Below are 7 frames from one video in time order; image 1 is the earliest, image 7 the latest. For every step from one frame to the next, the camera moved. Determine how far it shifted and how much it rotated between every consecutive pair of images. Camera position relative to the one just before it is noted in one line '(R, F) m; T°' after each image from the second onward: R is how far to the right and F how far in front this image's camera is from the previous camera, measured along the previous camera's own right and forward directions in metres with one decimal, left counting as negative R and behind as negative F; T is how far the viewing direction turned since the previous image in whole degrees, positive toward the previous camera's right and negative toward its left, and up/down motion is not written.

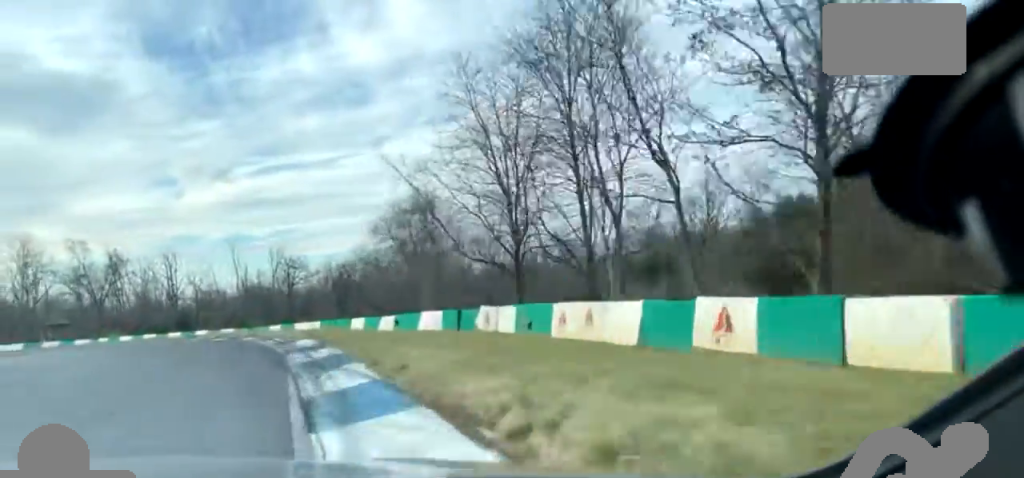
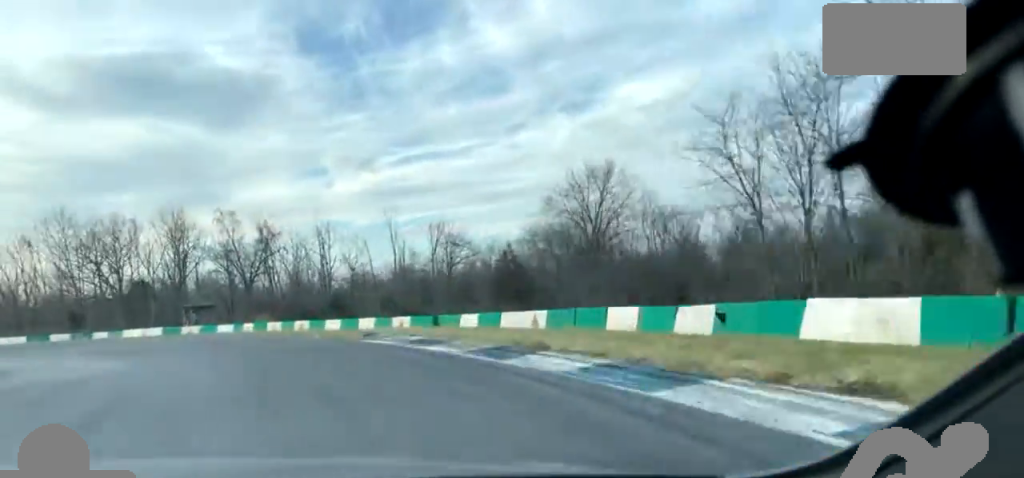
(-3.5, +20.1) m; -12°
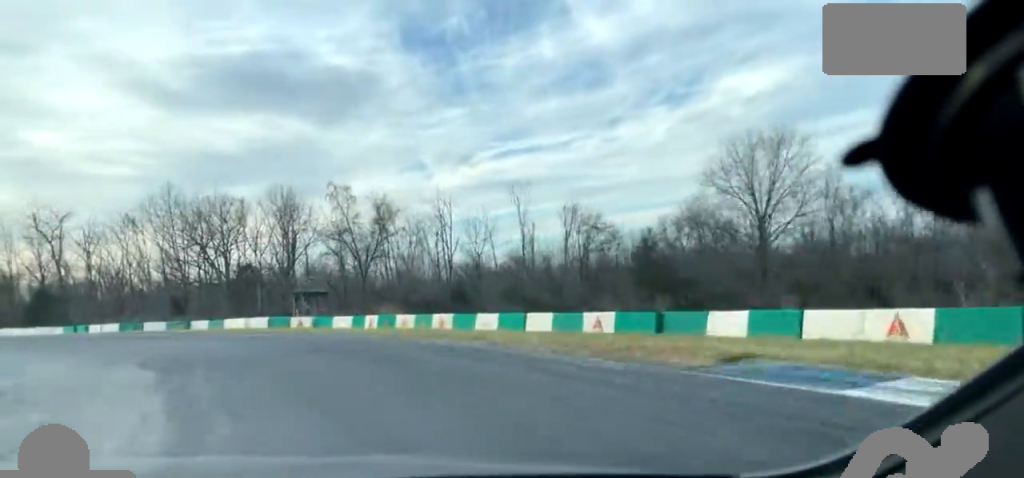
(-0.9, +15.2) m; -8°
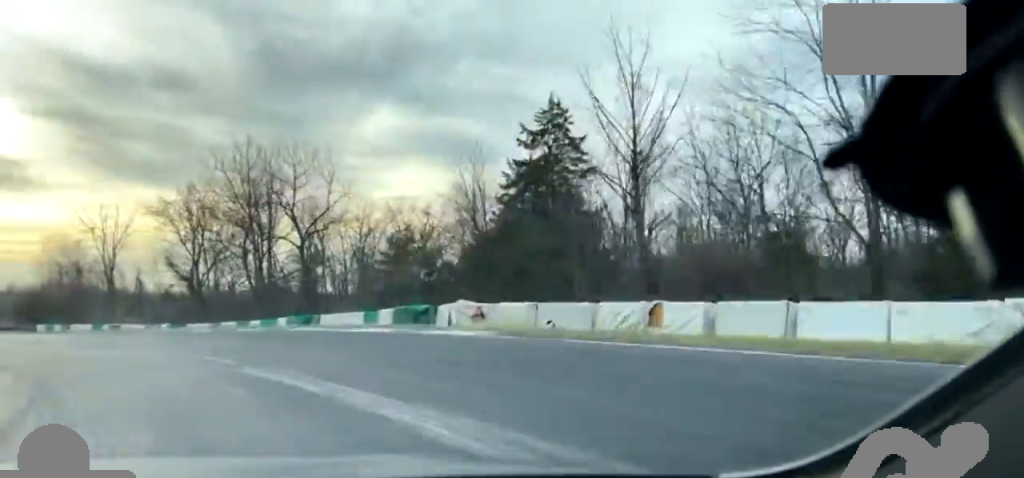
(-20.7, +70.5) m; -33°
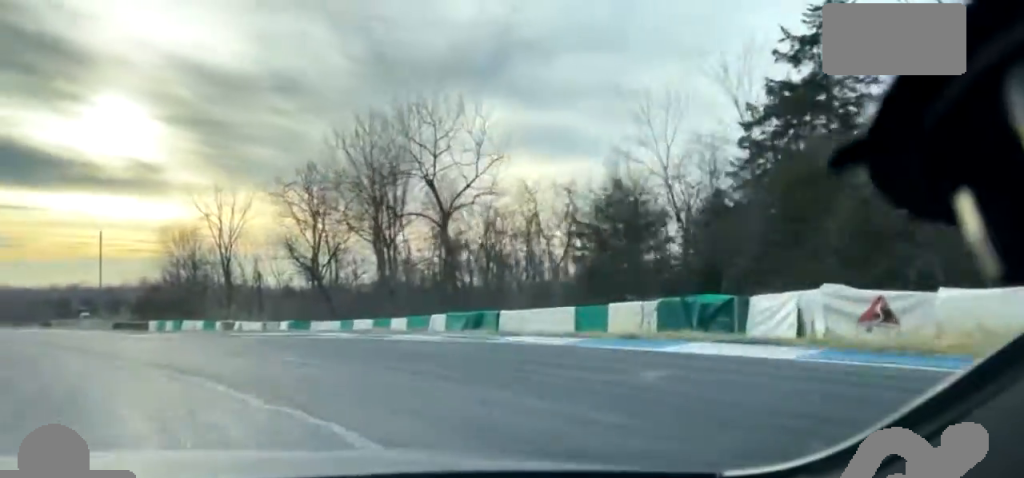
(+0.2, +14.0) m; -7°
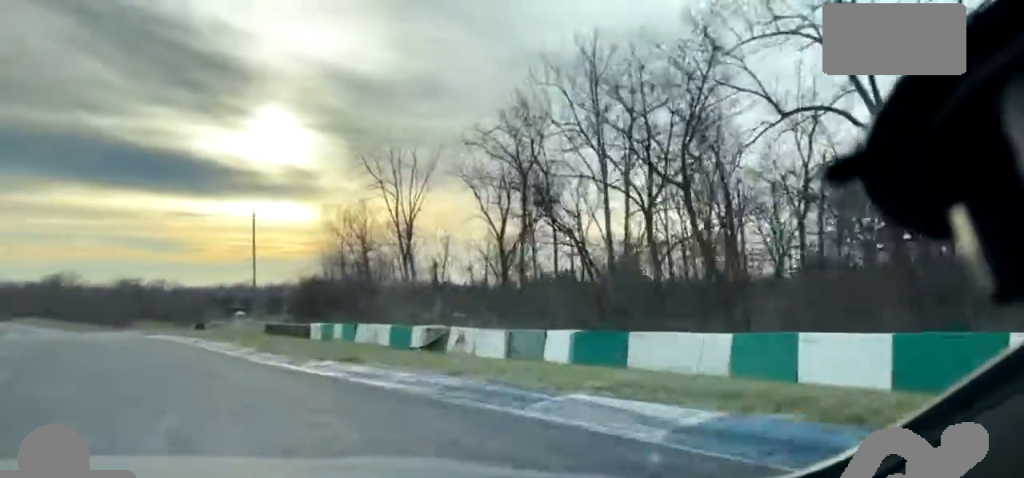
(-3.5, +25.5) m; -10°
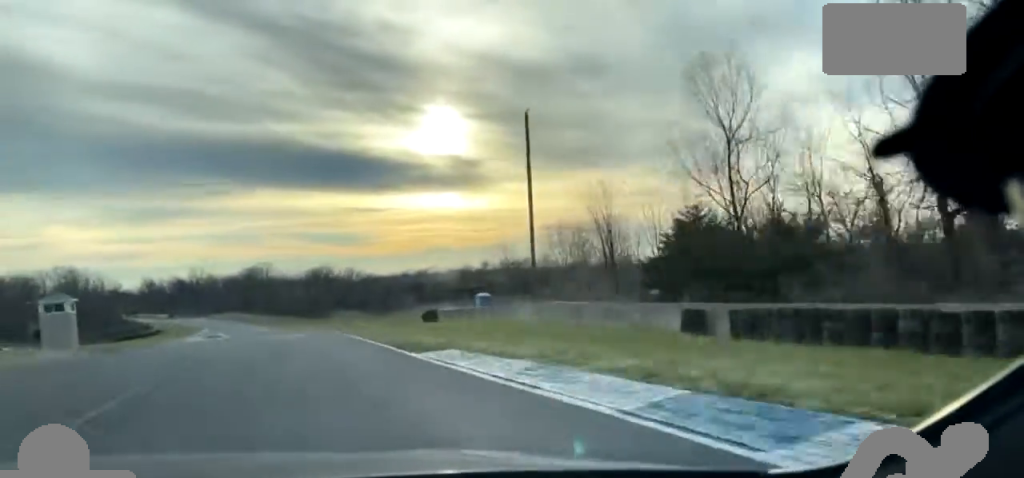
(-4.2, +41.9) m; -8°
